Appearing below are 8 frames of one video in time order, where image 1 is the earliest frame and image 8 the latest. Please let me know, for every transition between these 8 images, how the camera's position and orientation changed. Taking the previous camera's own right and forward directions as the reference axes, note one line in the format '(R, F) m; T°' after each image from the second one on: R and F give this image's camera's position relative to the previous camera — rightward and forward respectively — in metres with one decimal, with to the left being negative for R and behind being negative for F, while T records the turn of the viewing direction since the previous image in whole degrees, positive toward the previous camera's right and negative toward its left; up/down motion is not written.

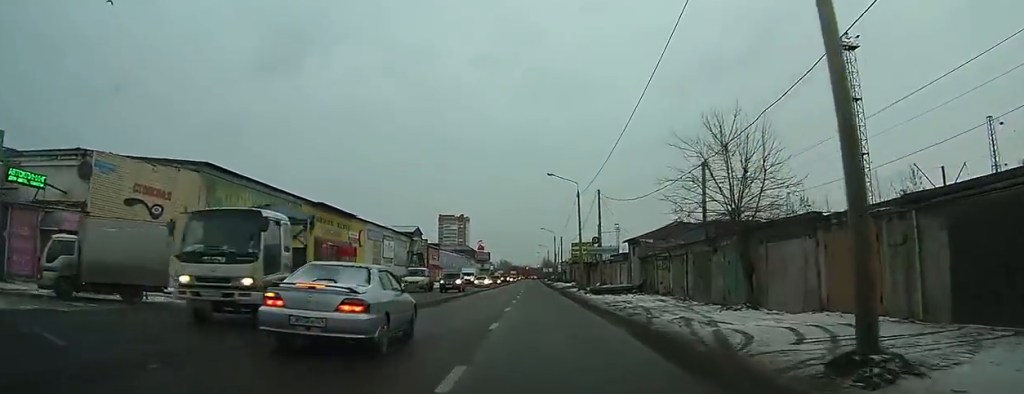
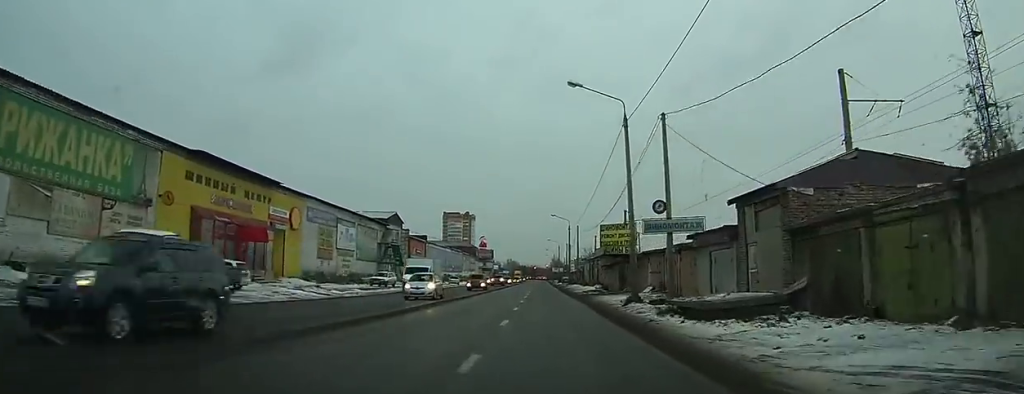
(-0.3, +22.4) m; -1°
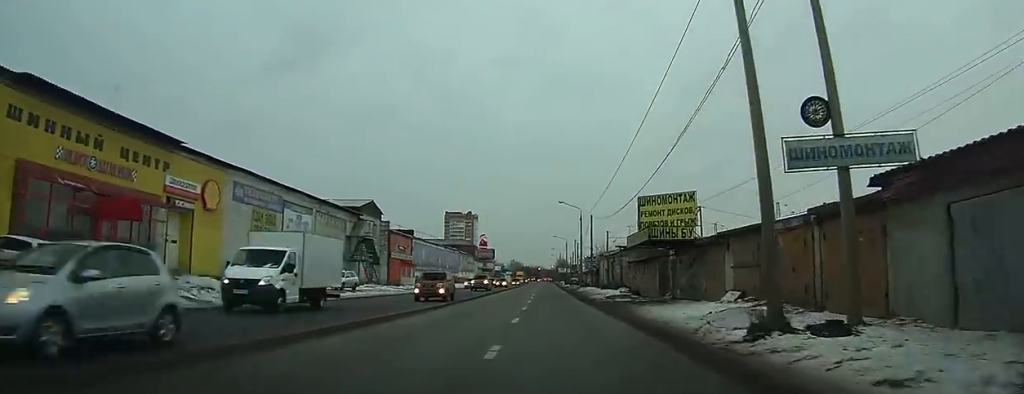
(-0.1, +14.2) m; 0°
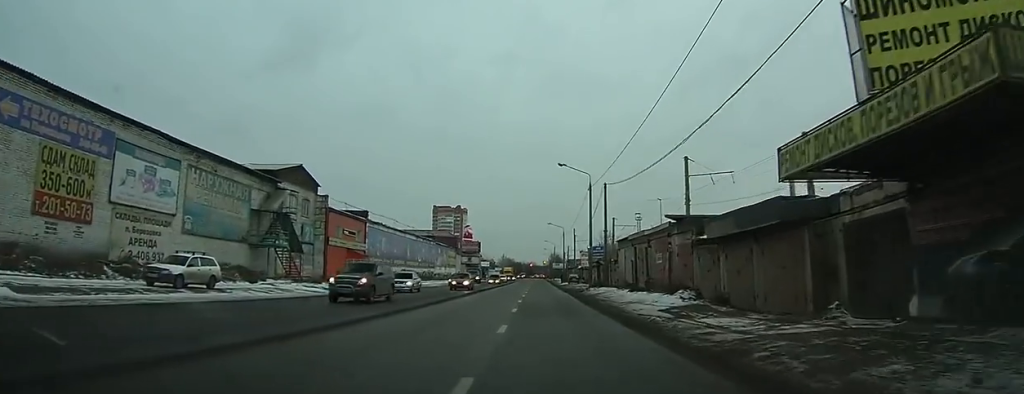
(+0.3, +19.5) m; +1°
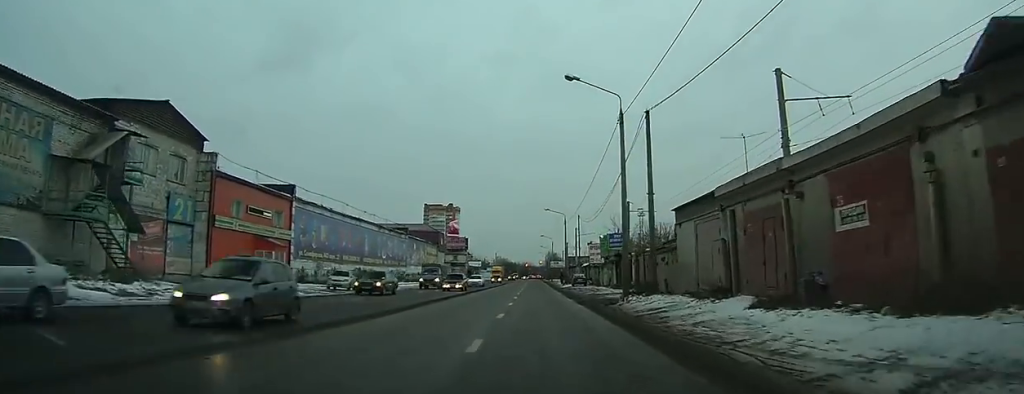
(+0.1, +19.2) m; 0°
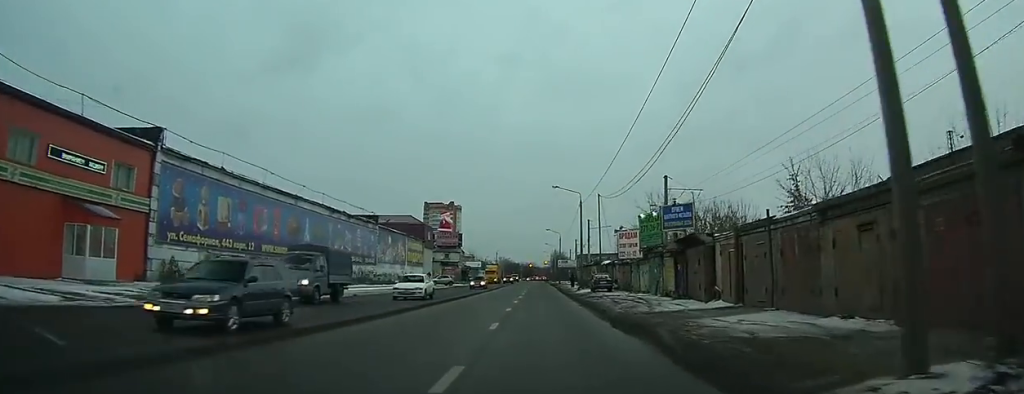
(-0.1, +19.0) m; -1°
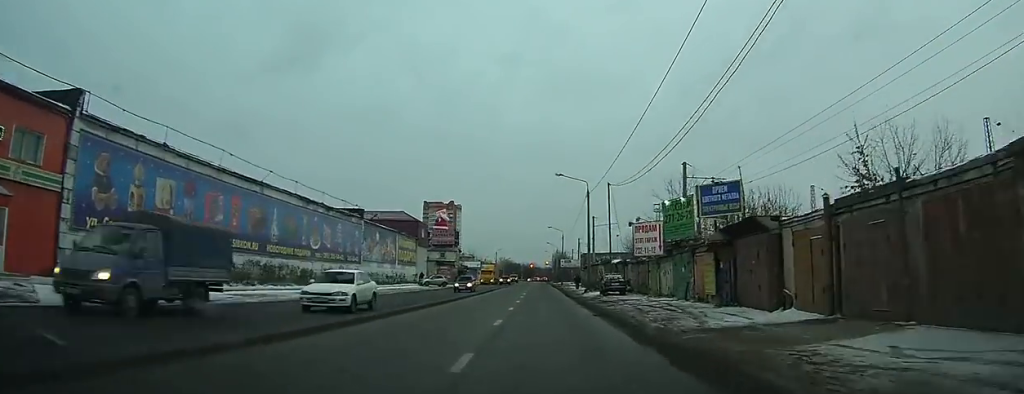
(0.0, +6.5) m; 0°
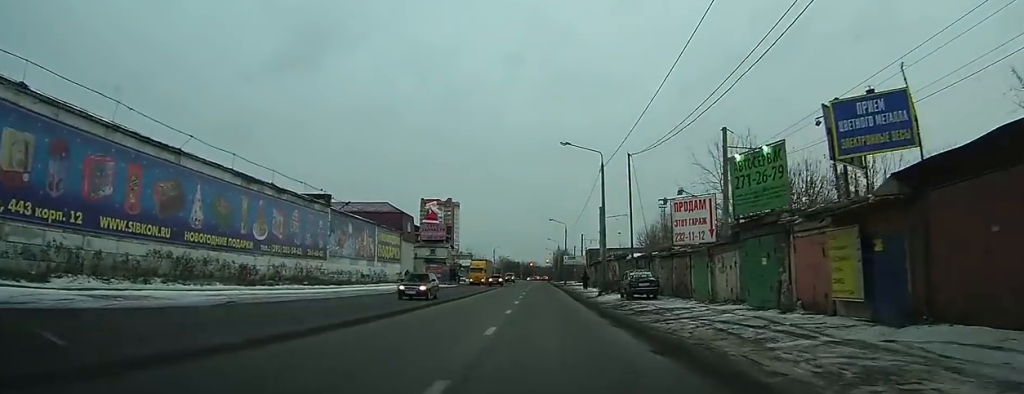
(0.0, +10.5) m; +1°
